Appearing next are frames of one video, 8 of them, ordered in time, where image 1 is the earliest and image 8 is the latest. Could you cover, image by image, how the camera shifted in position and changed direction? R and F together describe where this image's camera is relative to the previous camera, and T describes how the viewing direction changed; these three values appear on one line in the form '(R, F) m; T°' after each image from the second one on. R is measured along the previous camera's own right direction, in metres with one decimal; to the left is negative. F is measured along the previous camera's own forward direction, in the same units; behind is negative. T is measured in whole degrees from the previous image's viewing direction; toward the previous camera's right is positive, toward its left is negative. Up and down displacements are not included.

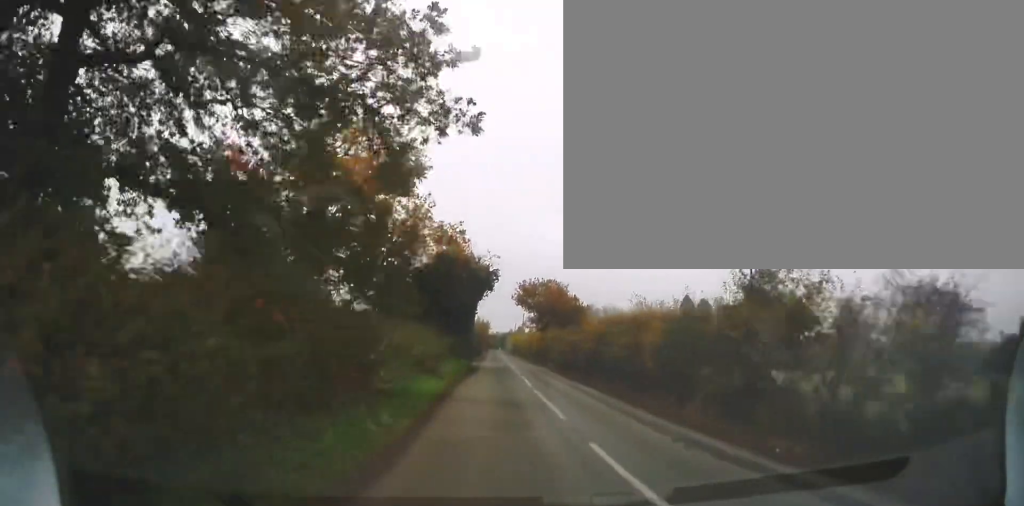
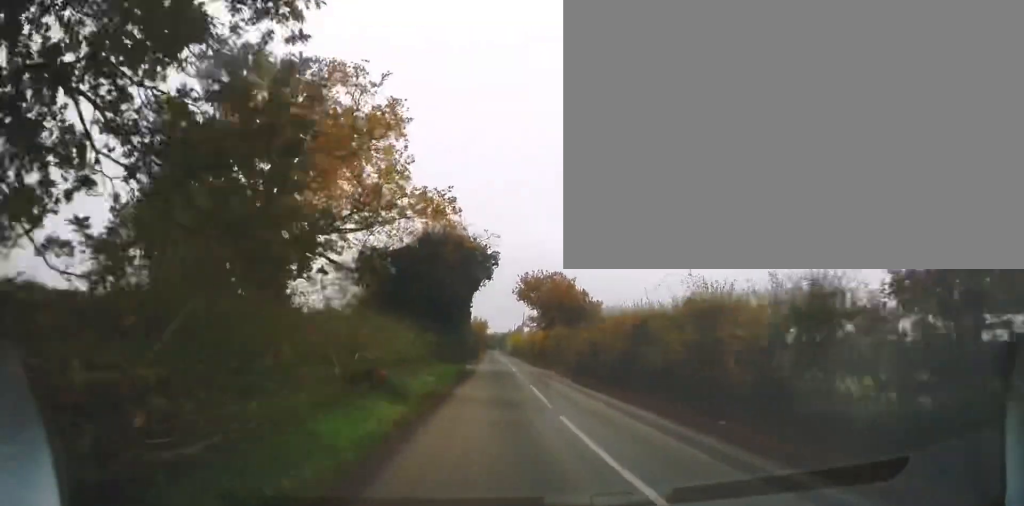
(+0.4, +6.4) m; 0°
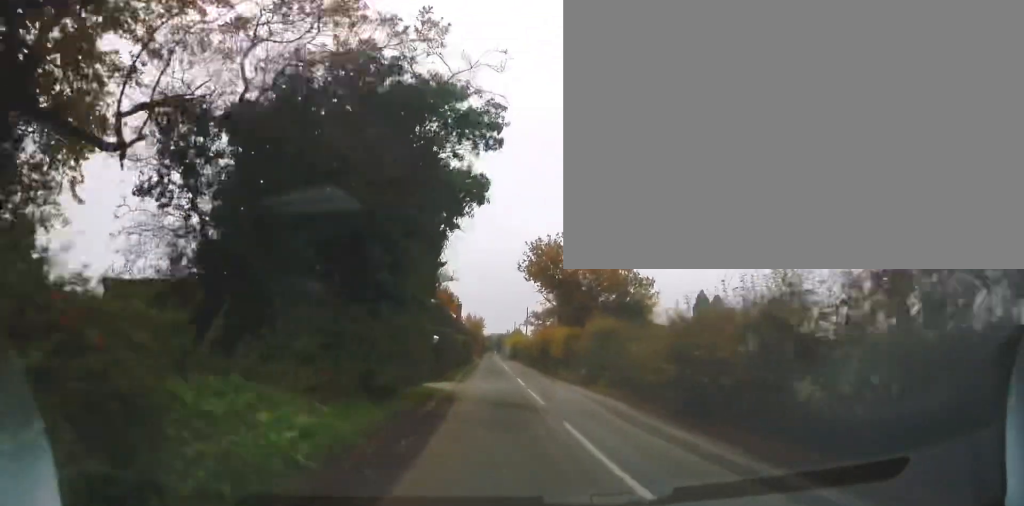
(-0.7, +17.5) m; 0°
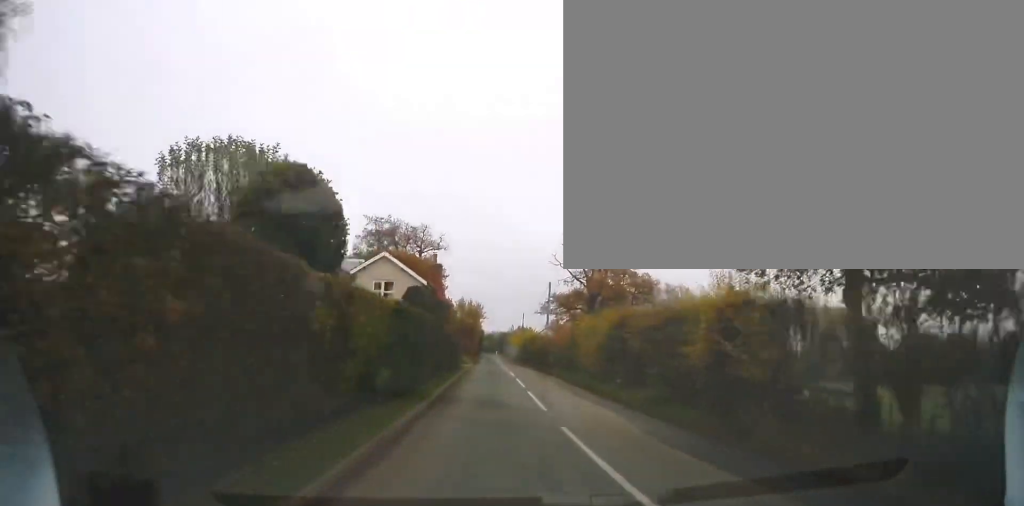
(+0.7, +26.5) m; +1°
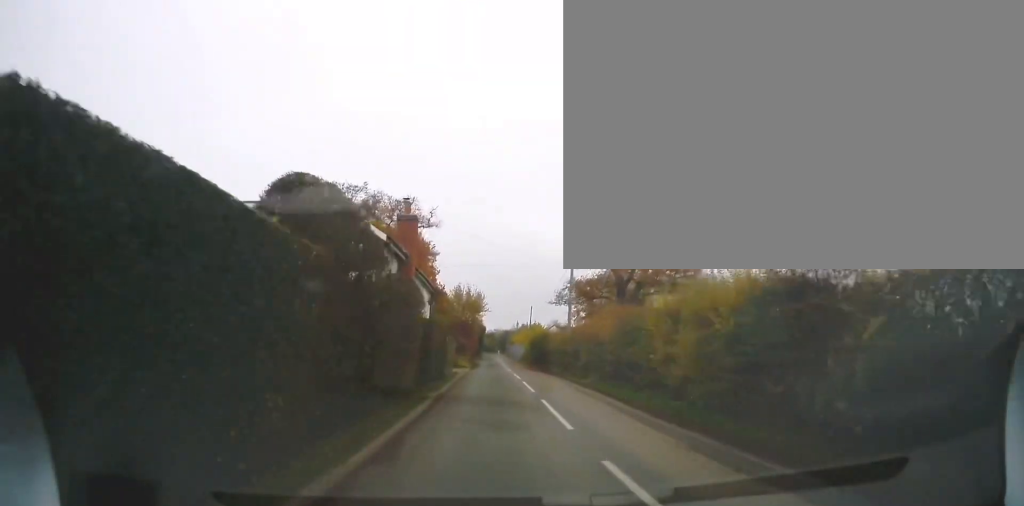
(+0.1, +12.1) m; 0°
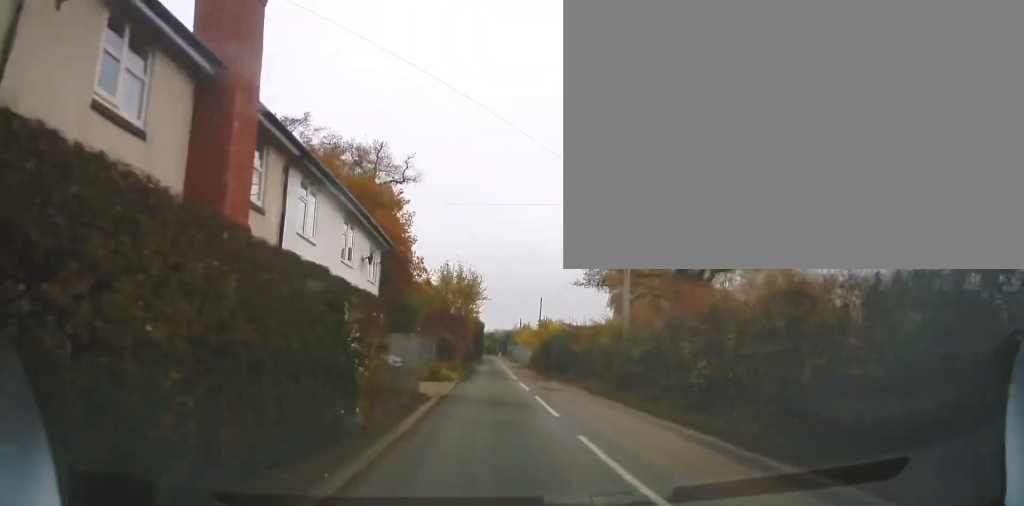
(-0.1, +15.0) m; 0°
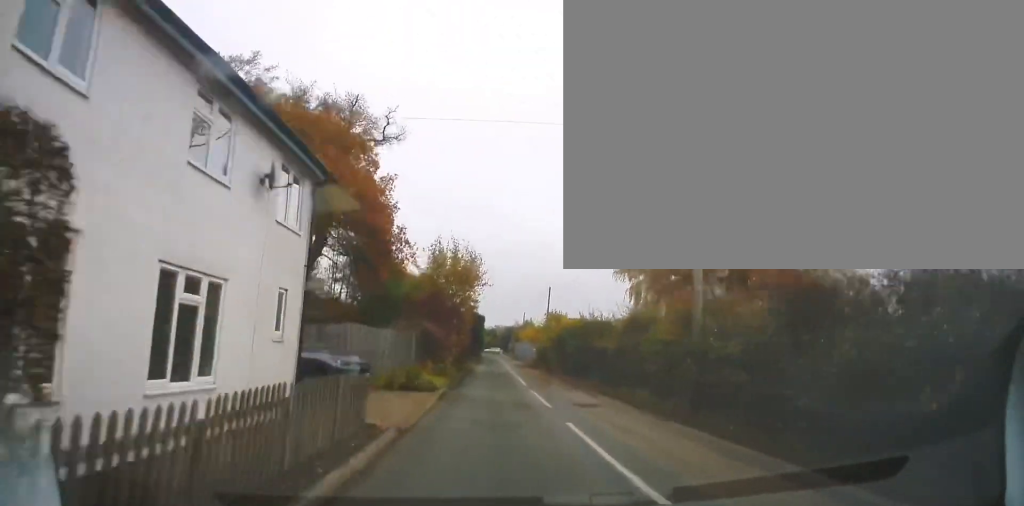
(-0.1, +7.8) m; 0°
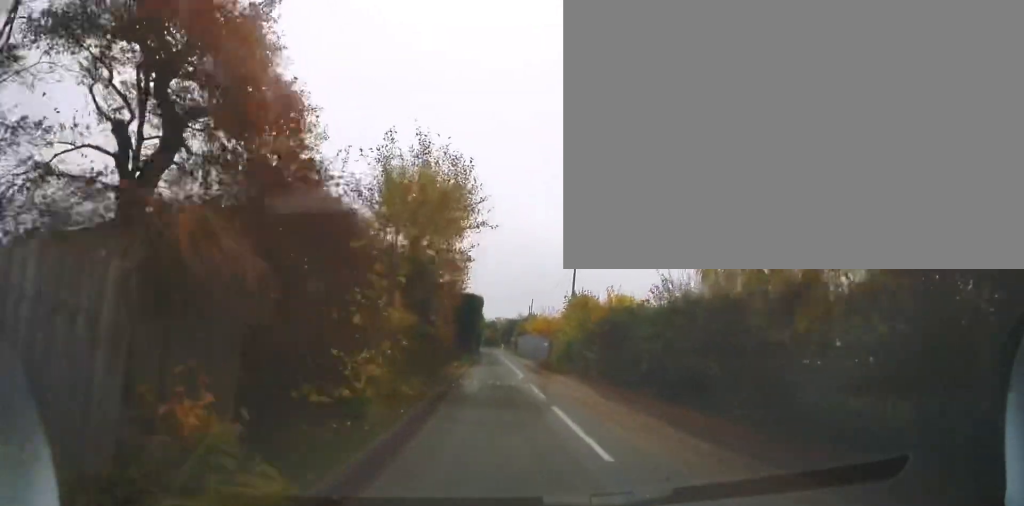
(+0.4, +16.0) m; +1°
